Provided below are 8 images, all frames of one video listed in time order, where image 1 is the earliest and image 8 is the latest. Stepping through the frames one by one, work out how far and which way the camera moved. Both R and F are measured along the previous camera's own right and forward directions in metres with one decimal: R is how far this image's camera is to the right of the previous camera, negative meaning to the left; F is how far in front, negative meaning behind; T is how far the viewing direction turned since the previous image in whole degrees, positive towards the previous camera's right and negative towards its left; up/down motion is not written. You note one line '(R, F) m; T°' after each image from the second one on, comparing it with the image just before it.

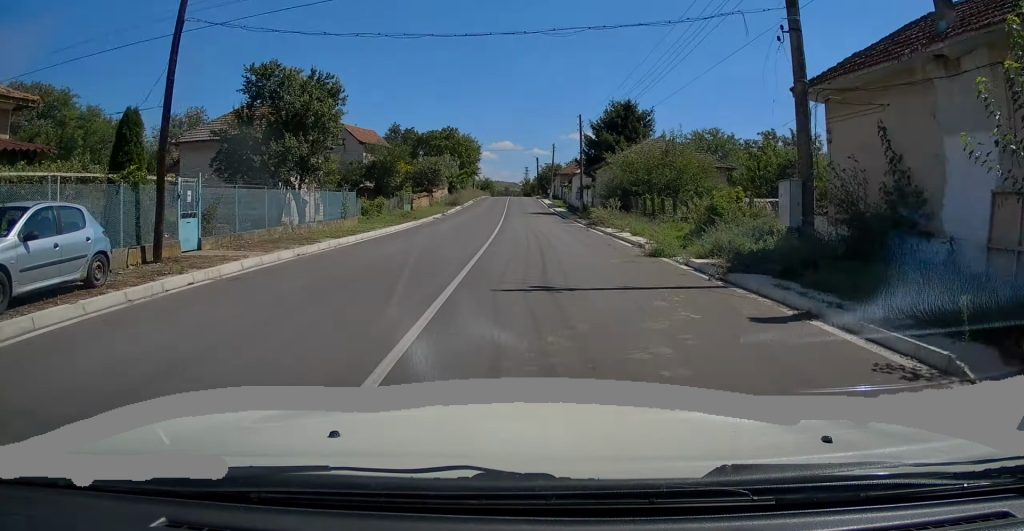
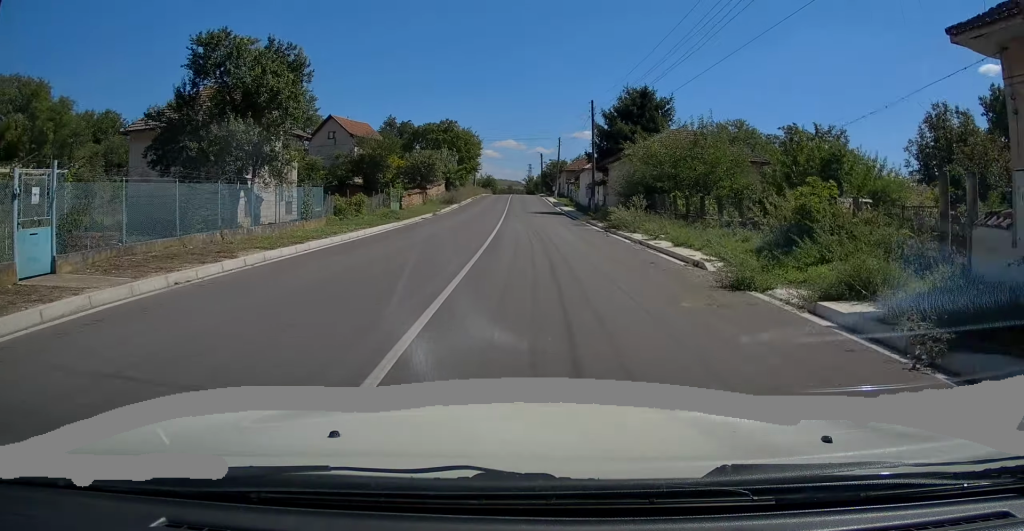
(0.0, +5.8) m; -1°
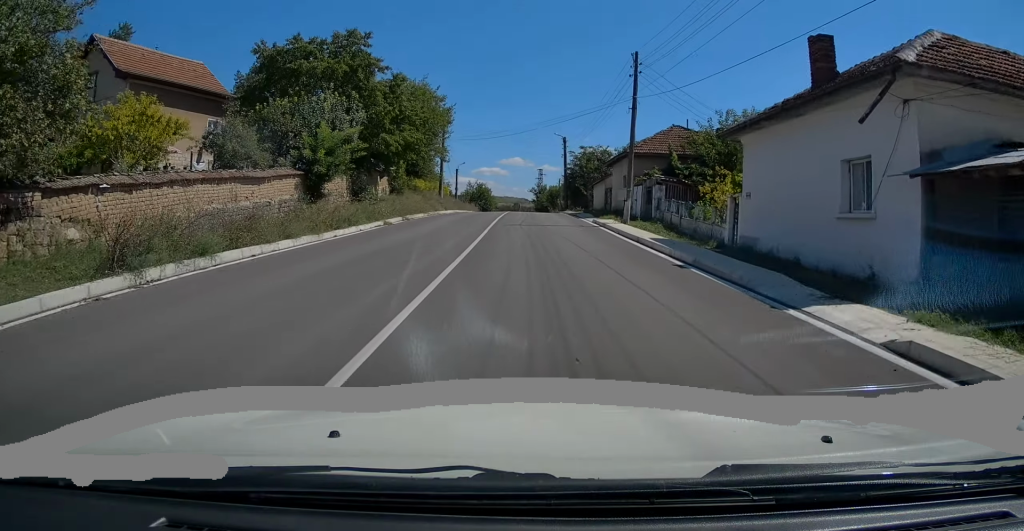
(-1.3, +48.2) m; -2°
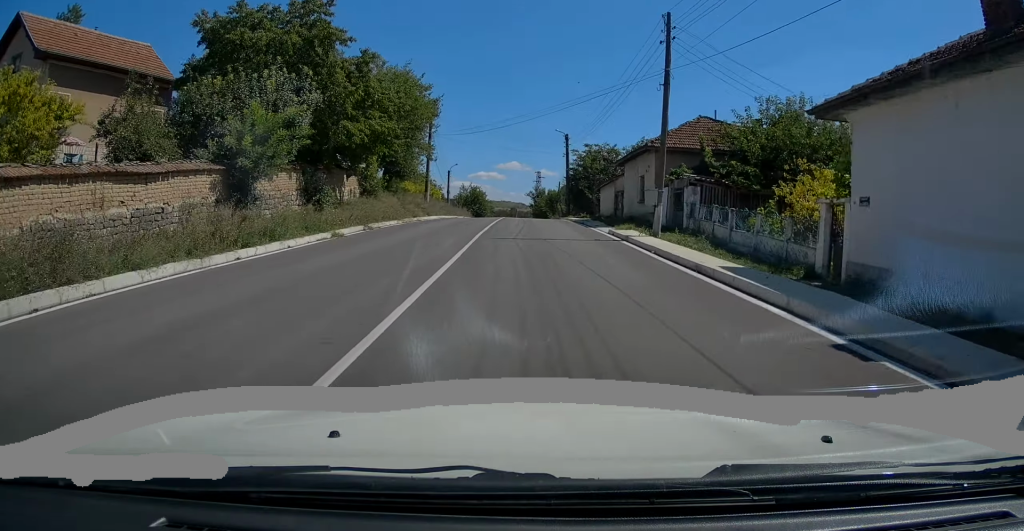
(+0.1, +6.5) m; 0°
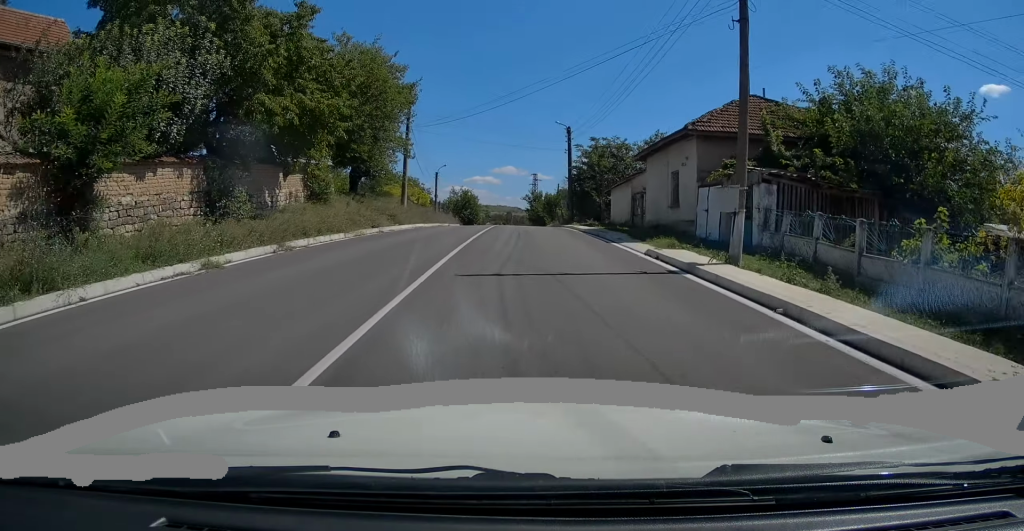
(0.0, +7.7) m; 0°
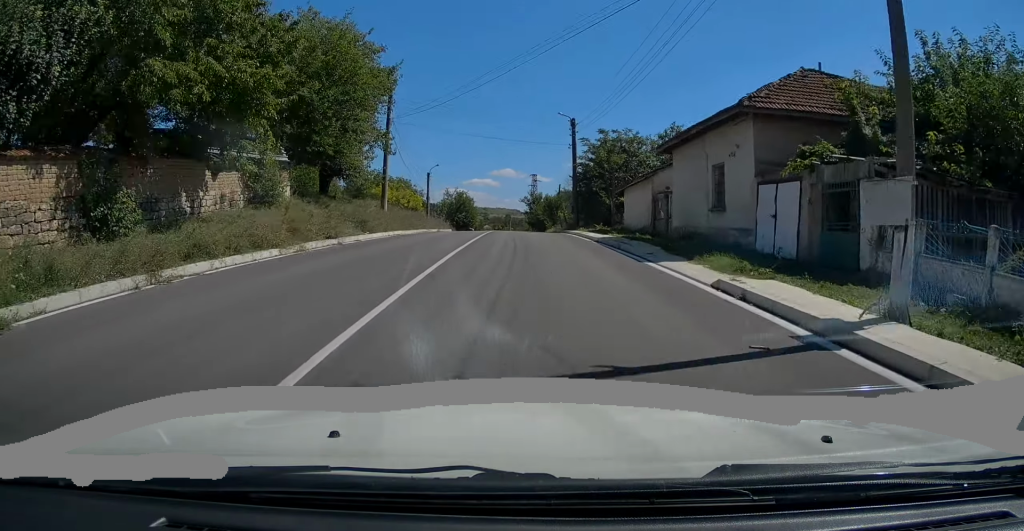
(0.0, +5.5) m; 0°
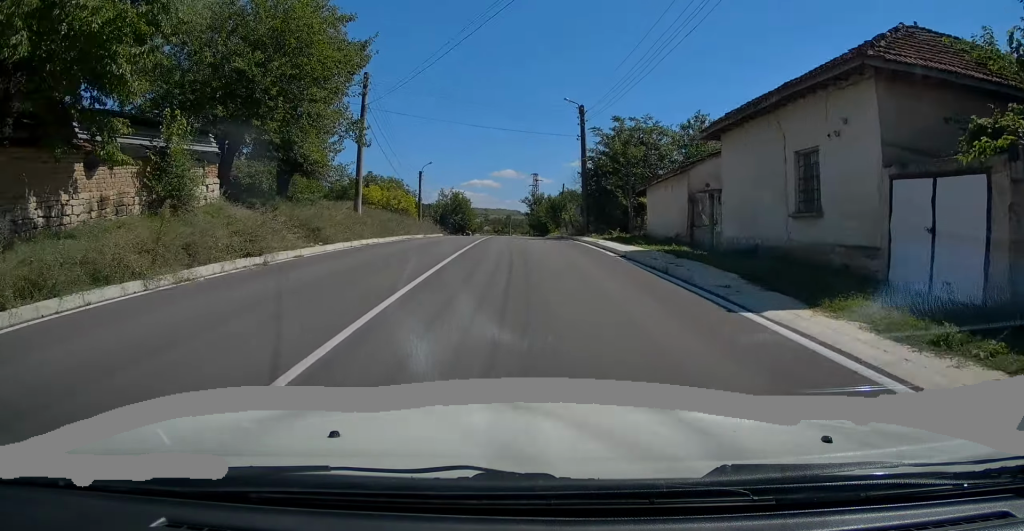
(0.0, +5.9) m; 0°
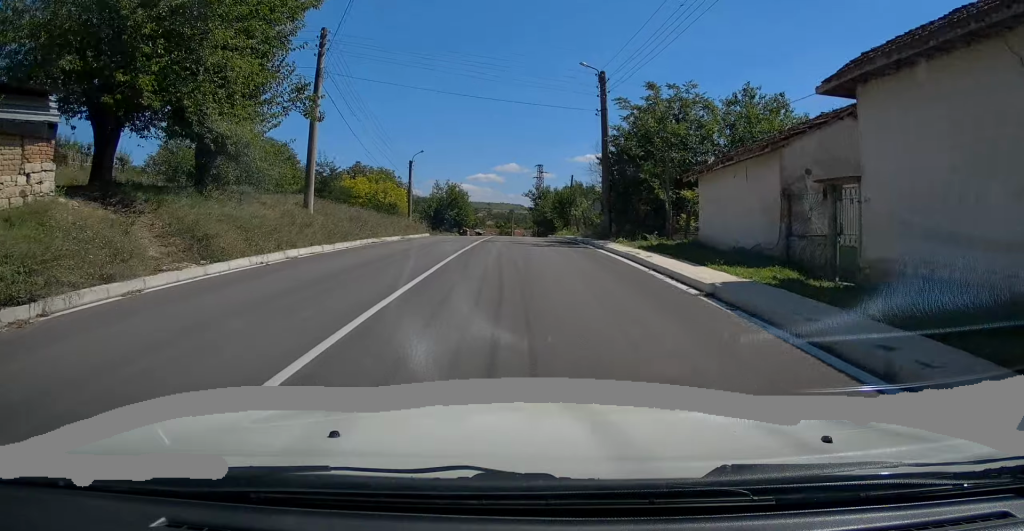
(0.0, +7.5) m; 0°
